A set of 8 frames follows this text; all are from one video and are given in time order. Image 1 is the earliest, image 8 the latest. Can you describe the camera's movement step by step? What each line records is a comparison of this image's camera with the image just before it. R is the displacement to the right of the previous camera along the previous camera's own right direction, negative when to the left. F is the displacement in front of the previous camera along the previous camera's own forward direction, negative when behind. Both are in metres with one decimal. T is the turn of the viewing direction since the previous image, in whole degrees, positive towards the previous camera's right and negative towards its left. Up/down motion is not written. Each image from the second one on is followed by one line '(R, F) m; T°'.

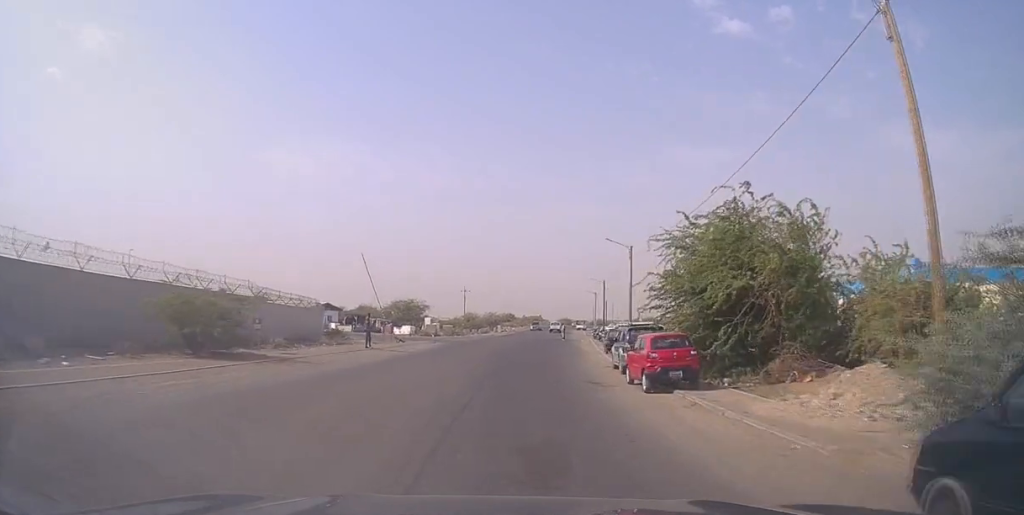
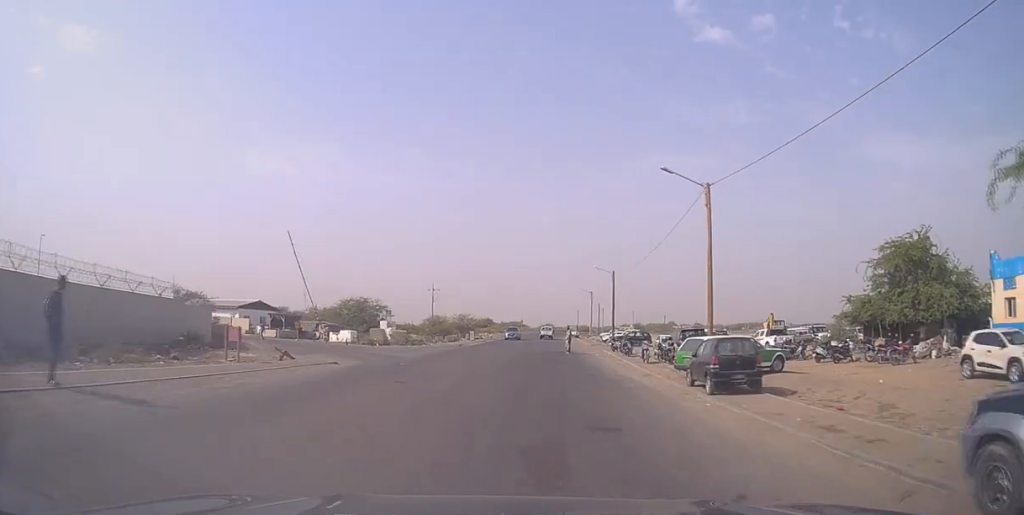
(+0.3, +19.6) m; +1°
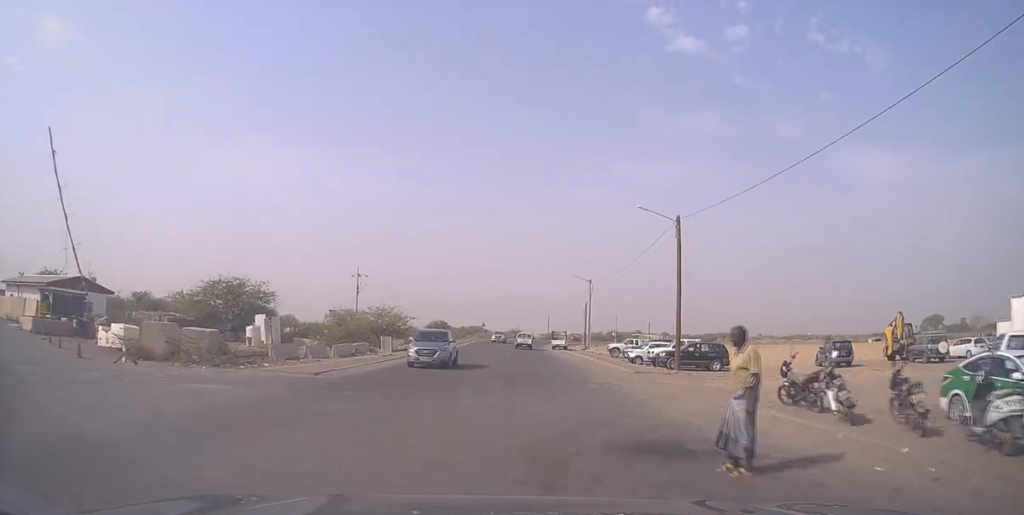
(+0.8, +33.5) m; +3°
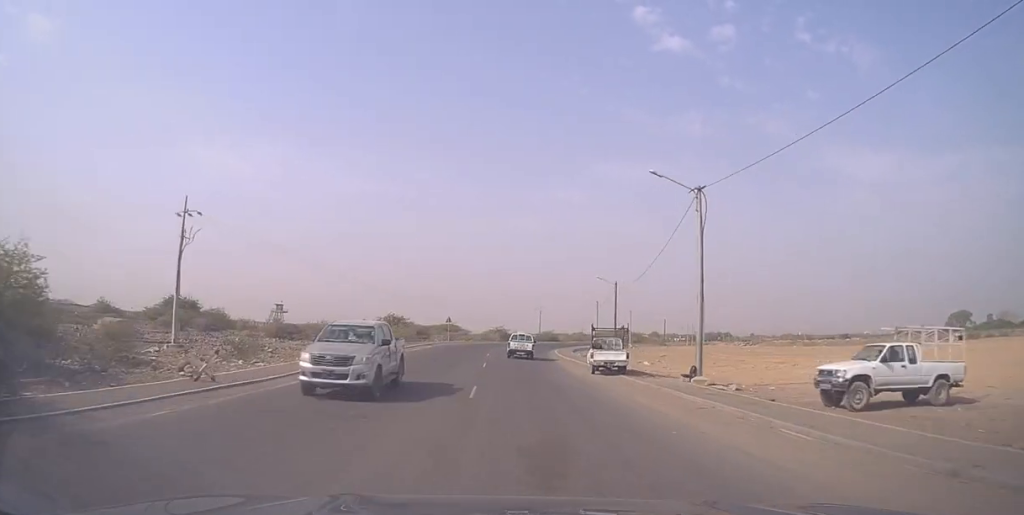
(+1.5, +40.9) m; +3°
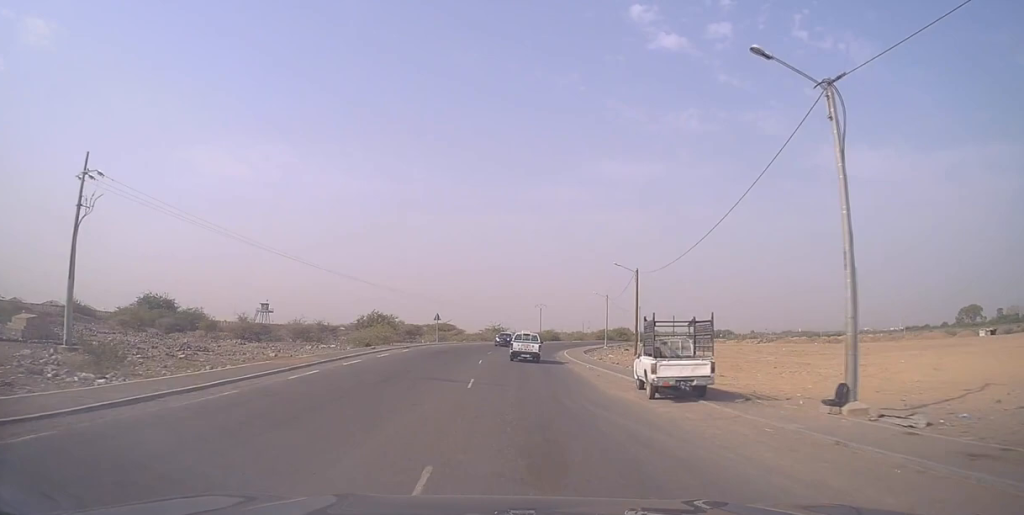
(-0.1, +12.3) m; +1°
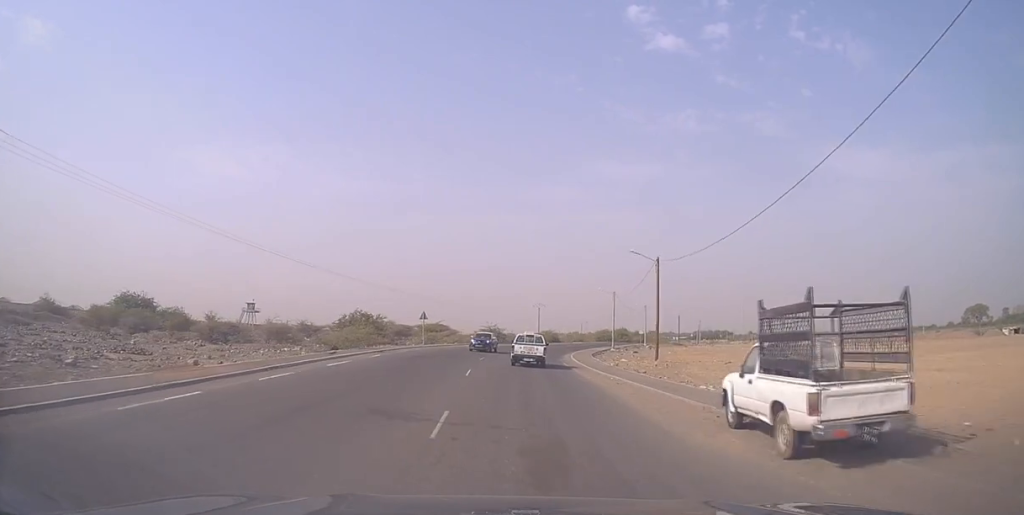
(+0.1, +8.4) m; +1°
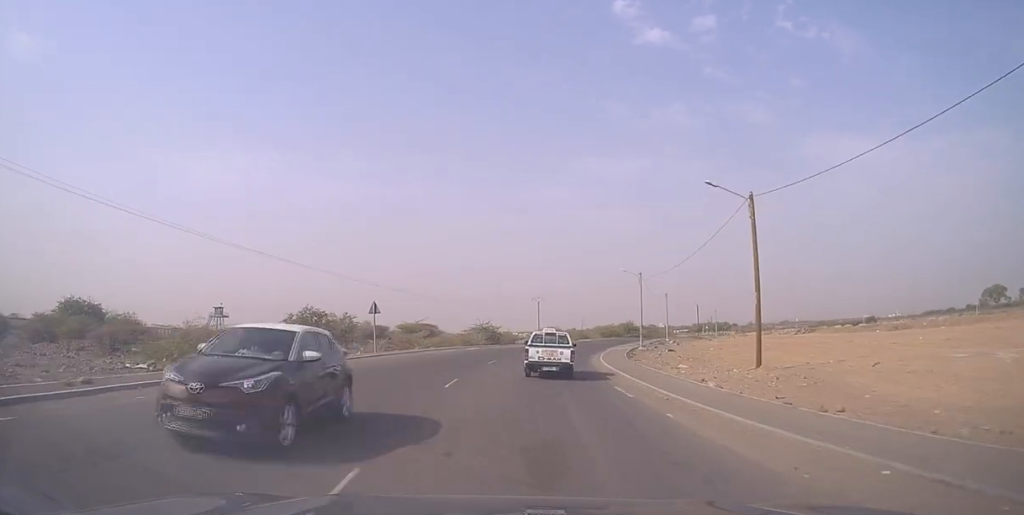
(+0.3, +18.9) m; +1°
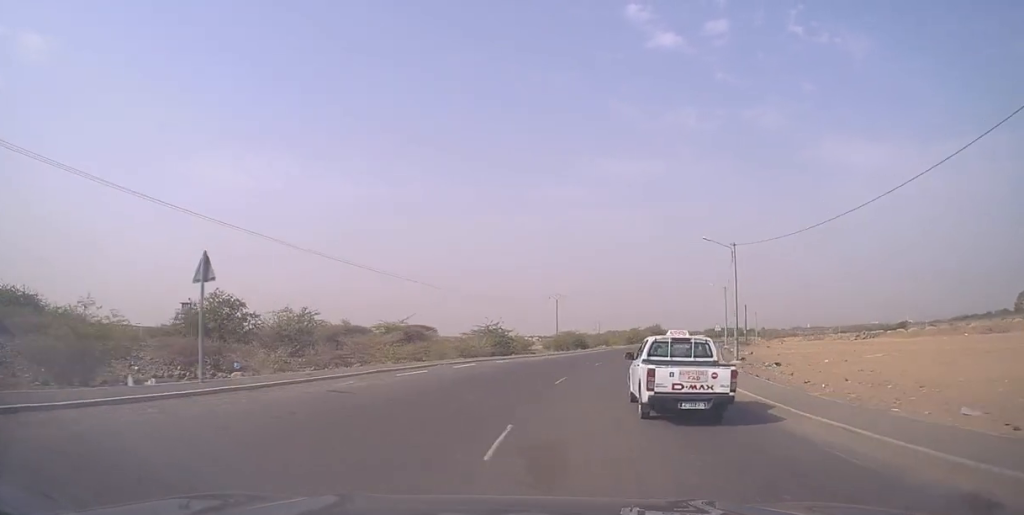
(-0.1, +21.9) m; 0°
